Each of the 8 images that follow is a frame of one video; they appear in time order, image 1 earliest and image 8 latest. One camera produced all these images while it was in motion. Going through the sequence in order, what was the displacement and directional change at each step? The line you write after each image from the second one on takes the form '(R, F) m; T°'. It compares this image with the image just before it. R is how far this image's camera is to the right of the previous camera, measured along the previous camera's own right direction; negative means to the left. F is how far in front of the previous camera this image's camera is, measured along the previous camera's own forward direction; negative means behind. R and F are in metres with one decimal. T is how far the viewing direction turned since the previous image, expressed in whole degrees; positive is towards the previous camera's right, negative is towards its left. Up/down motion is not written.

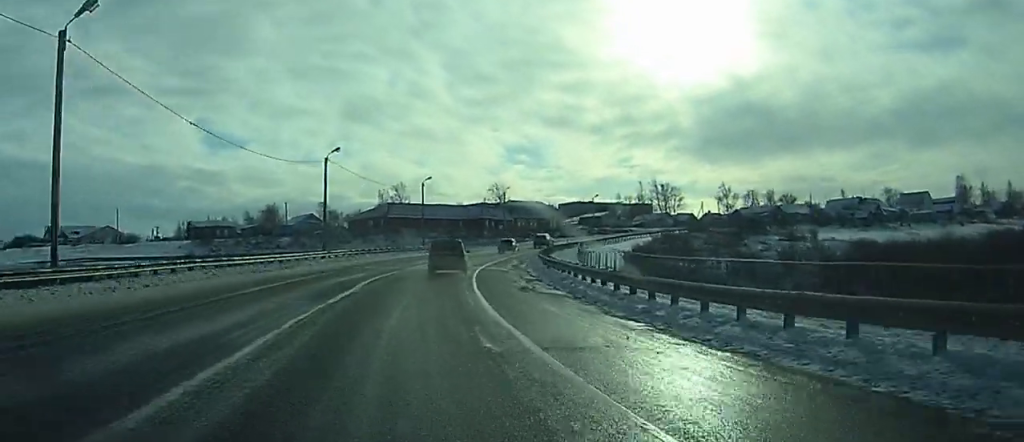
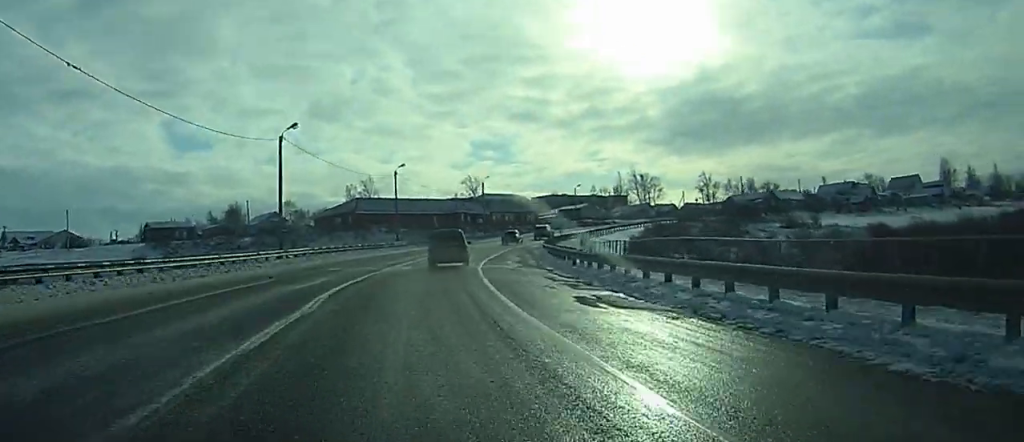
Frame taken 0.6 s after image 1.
(0.0, +11.7) m; 0°
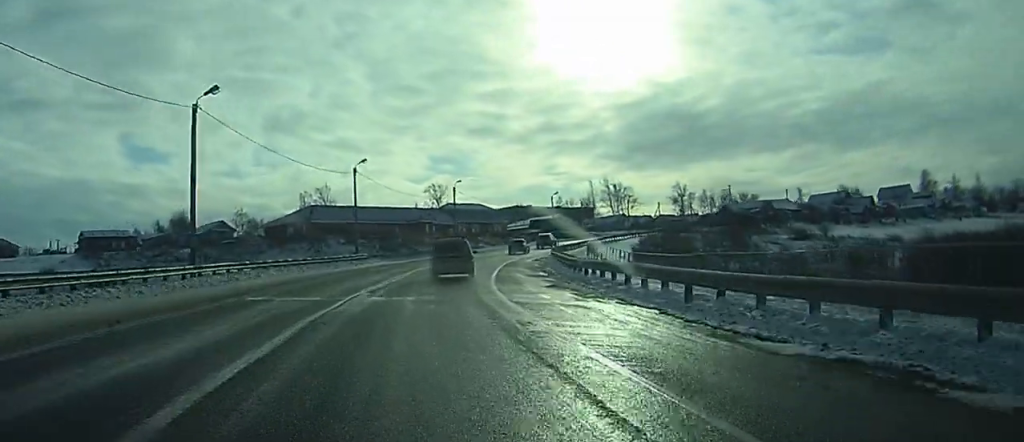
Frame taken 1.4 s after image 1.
(0.0, +16.3) m; +1°
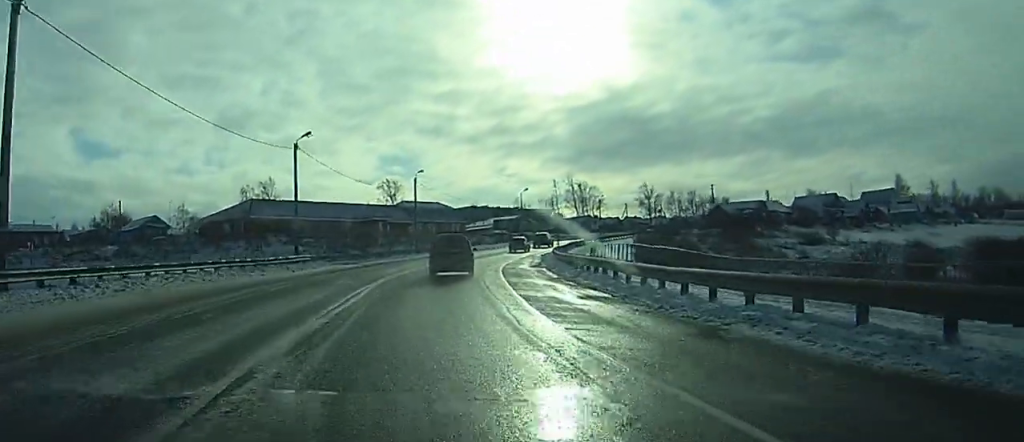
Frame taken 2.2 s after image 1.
(+0.2, +16.5) m; +2°
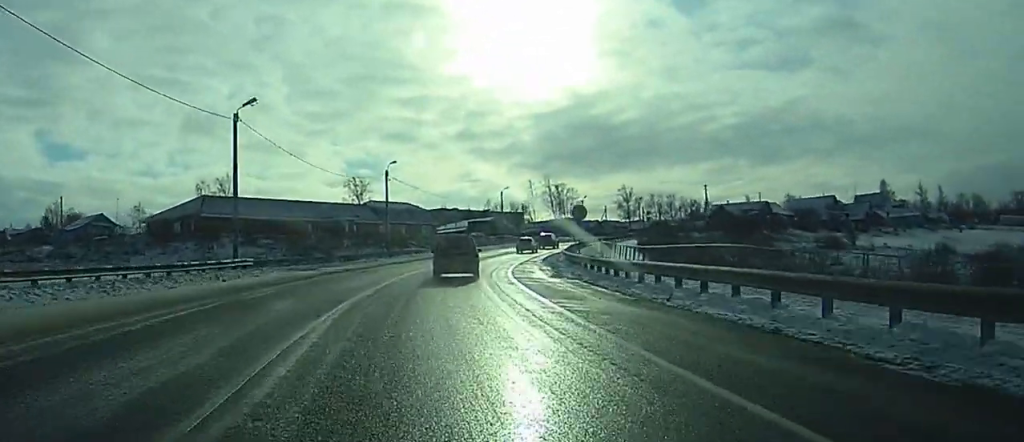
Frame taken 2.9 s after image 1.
(+0.4, +13.4) m; +3°
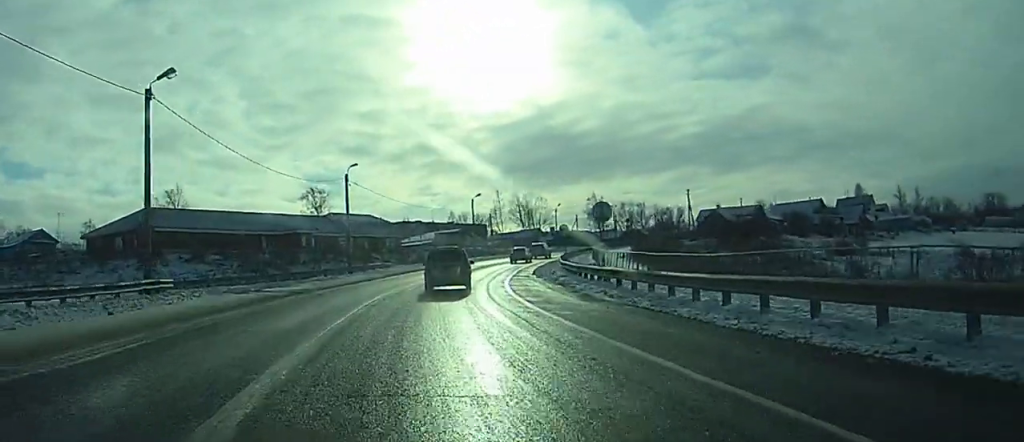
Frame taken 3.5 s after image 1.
(+0.2, +10.6) m; +2°
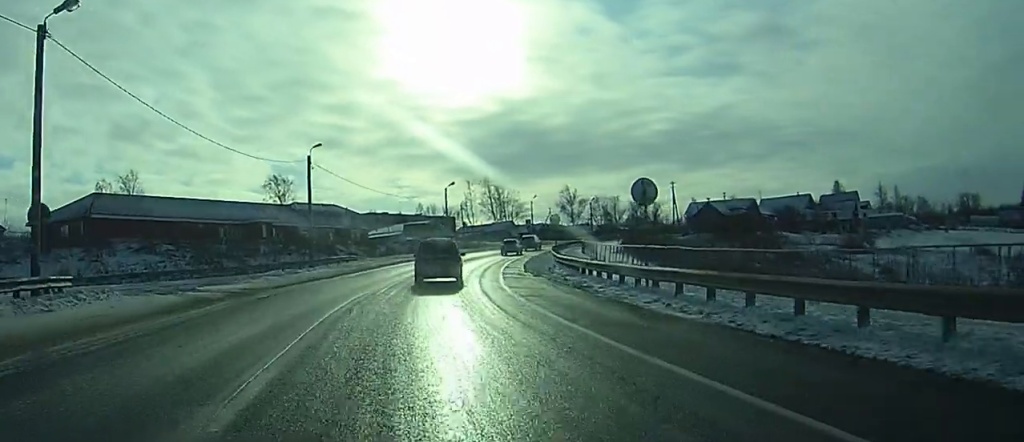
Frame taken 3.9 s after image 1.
(+0.1, +8.6) m; +2°
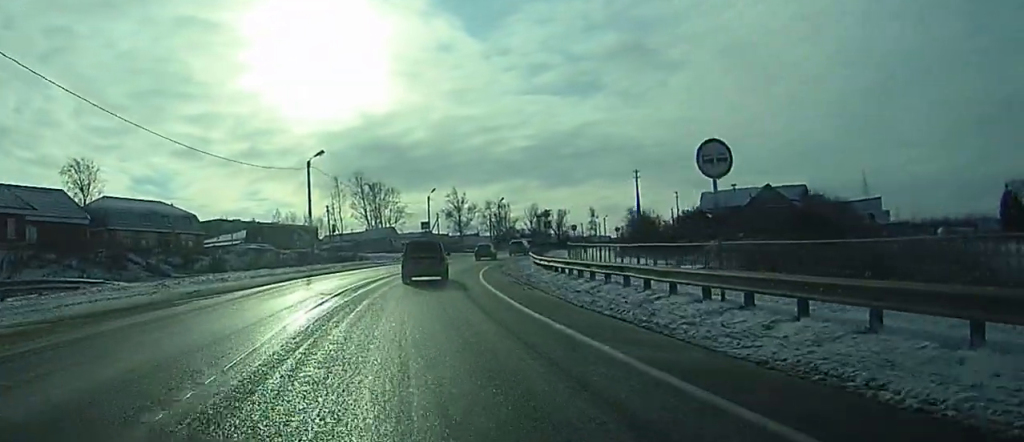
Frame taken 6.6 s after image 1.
(+3.6, +45.4) m; +10°
